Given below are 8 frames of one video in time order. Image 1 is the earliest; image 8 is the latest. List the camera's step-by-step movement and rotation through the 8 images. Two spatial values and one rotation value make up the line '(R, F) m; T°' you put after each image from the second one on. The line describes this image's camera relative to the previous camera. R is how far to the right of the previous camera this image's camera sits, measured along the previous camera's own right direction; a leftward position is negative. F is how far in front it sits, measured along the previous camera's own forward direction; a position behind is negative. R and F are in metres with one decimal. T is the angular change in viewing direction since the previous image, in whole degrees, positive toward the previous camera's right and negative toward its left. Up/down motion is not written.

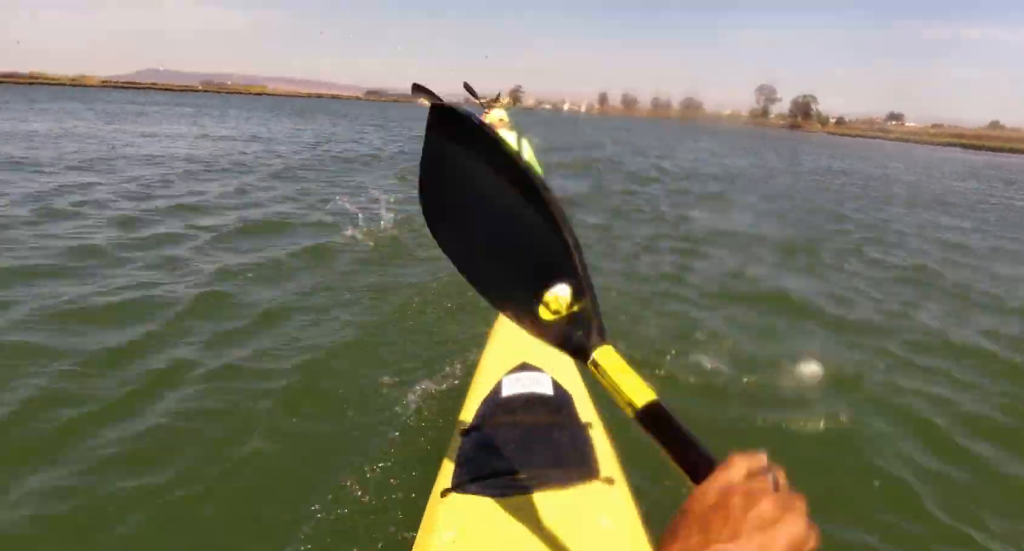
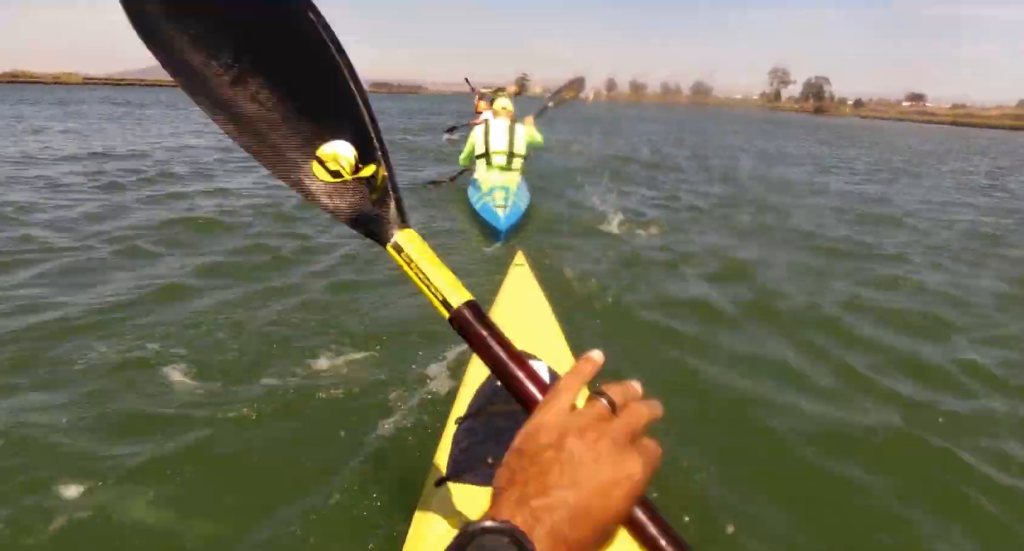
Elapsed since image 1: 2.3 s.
(-0.3, +8.3) m; +2°
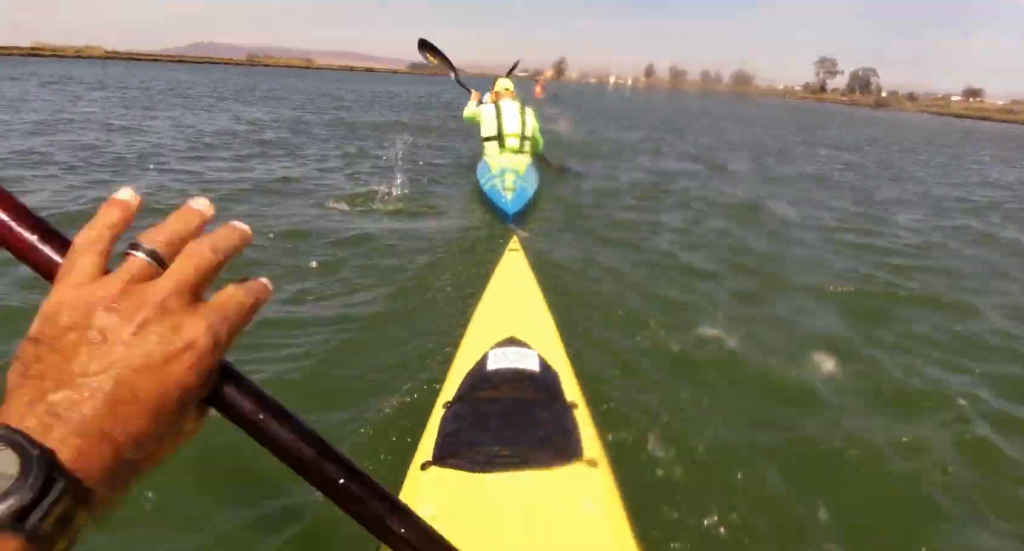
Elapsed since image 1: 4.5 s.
(+0.1, +8.2) m; -2°
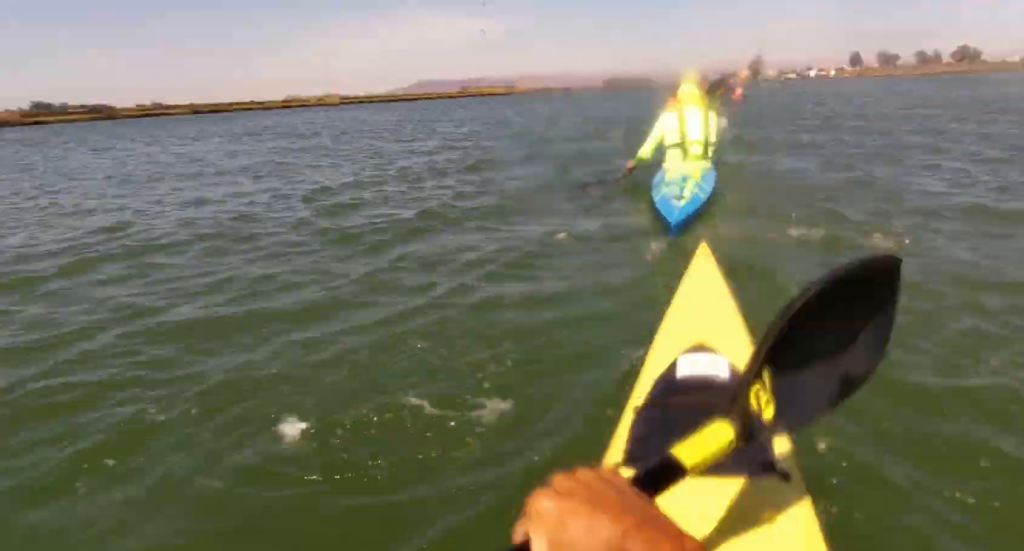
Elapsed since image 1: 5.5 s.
(-0.5, +3.3) m; -1°
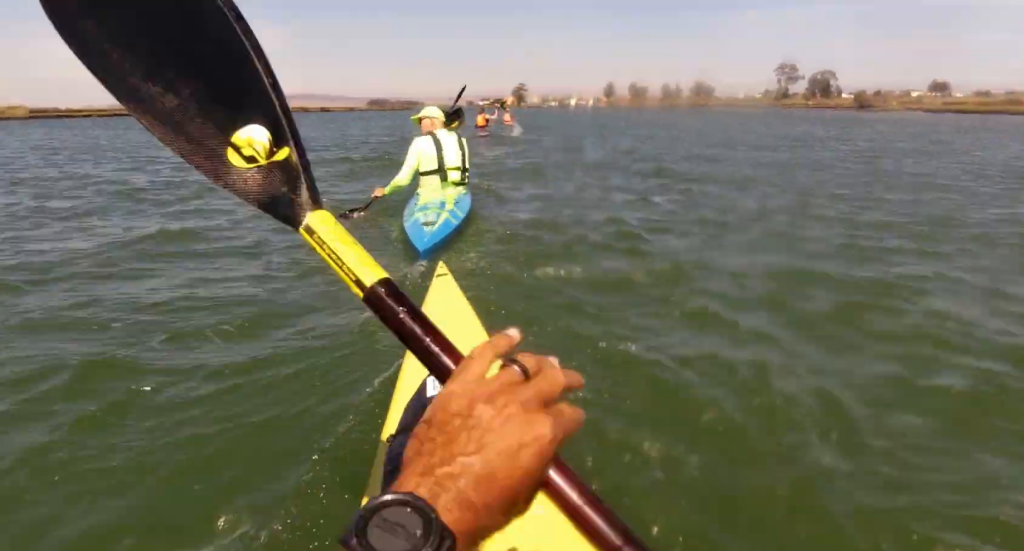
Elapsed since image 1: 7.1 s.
(+0.8, +5.3) m; 0°
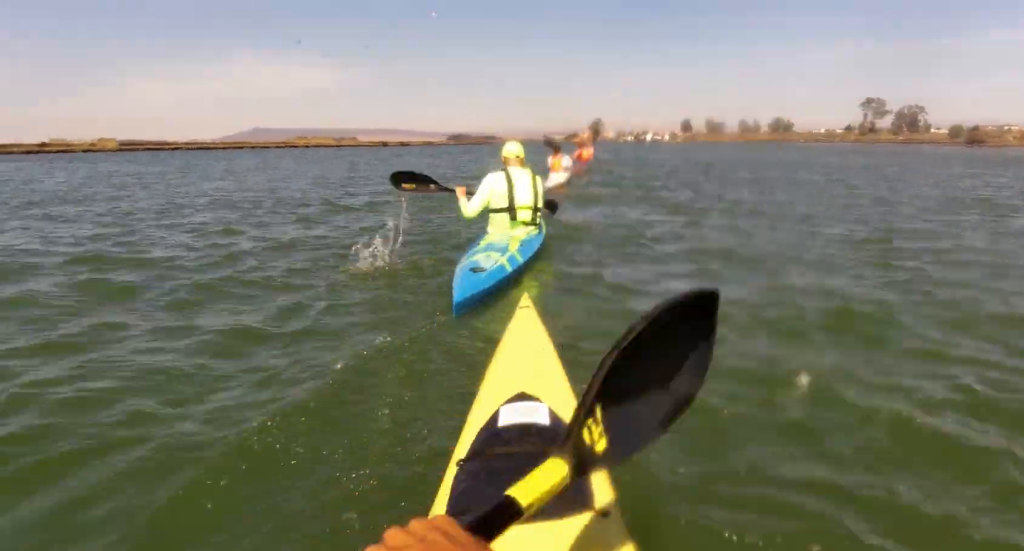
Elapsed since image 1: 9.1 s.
(-0.6, +6.4) m; +12°
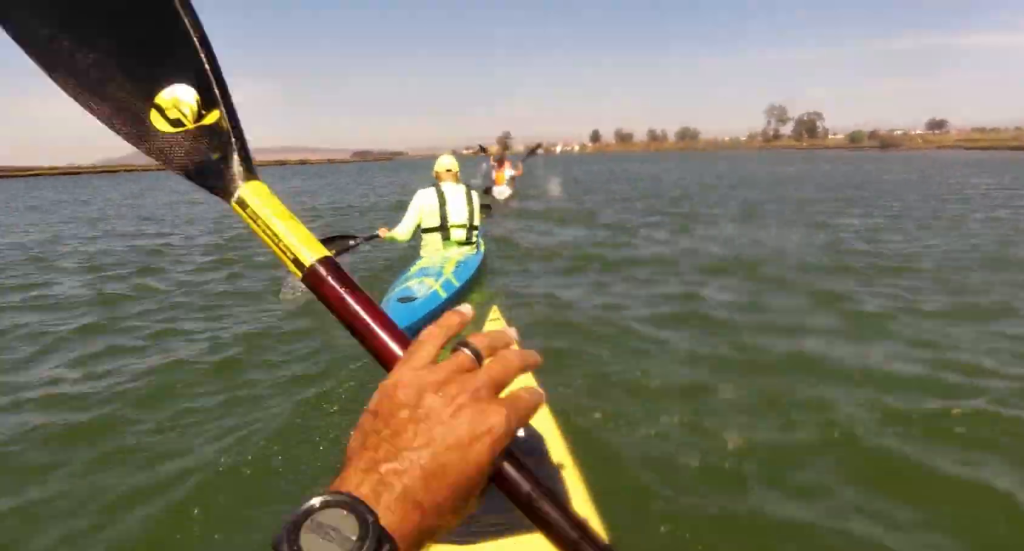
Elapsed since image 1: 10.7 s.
(+1.4, +5.3) m; +10°
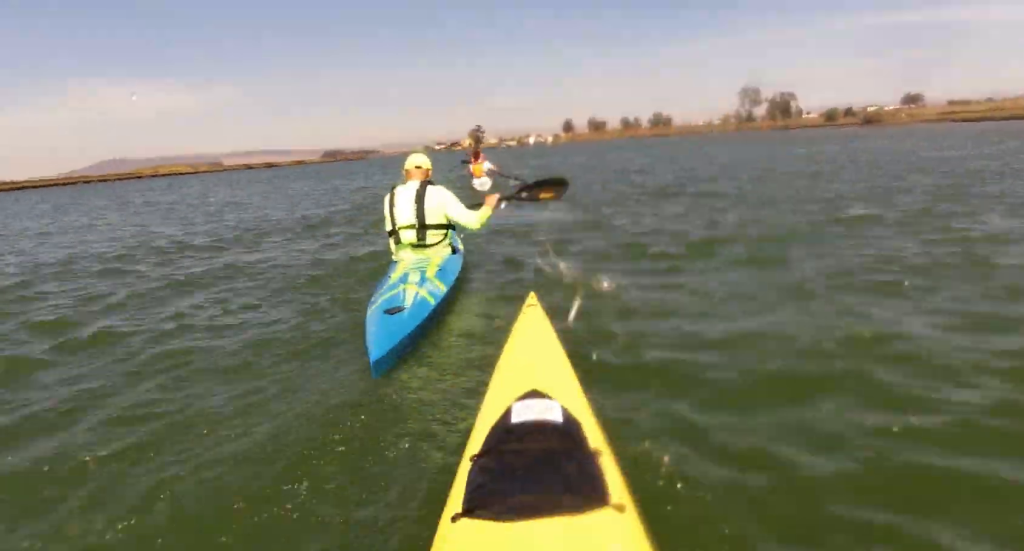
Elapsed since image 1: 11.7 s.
(+0.5, +3.5) m; +2°
